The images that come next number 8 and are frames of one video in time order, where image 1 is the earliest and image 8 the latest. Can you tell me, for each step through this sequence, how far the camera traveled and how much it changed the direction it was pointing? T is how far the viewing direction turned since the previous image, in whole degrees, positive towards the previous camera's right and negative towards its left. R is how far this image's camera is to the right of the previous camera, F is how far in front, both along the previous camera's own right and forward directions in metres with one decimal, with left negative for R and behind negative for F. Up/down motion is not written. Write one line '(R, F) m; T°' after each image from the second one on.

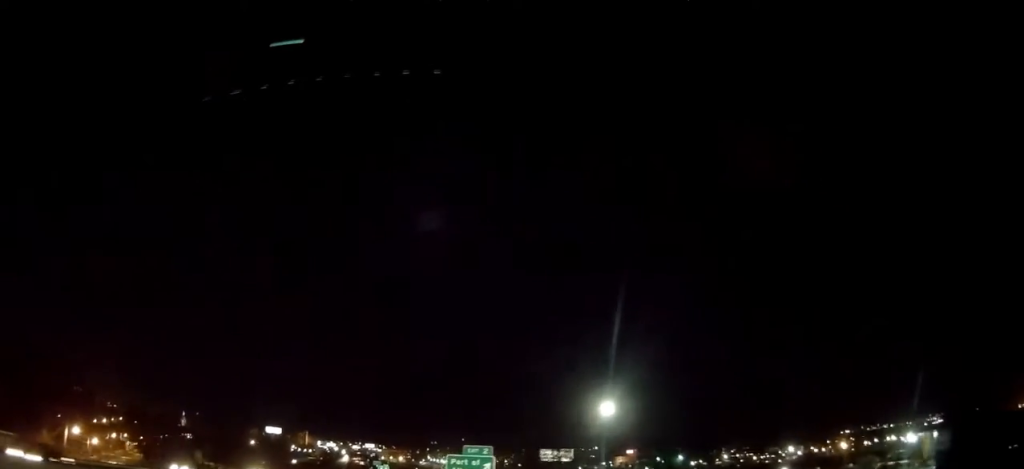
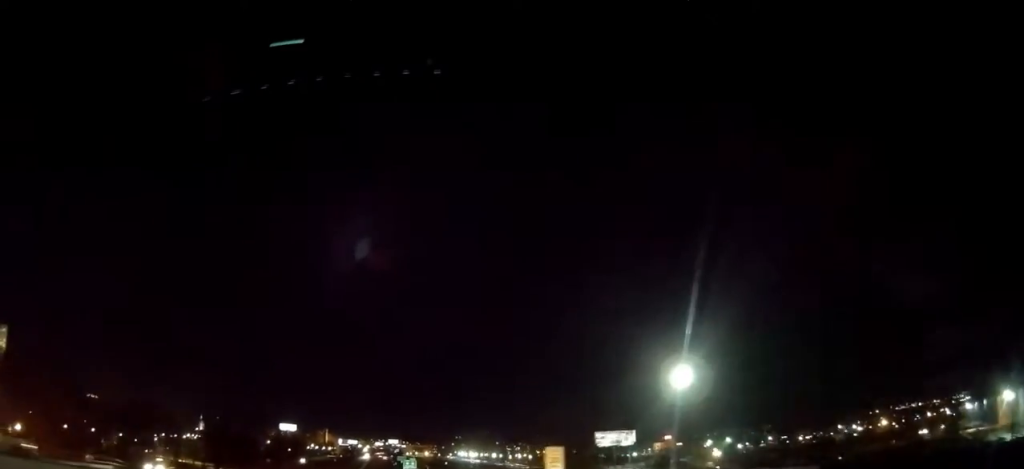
(-1.5, +41.2) m; -3°
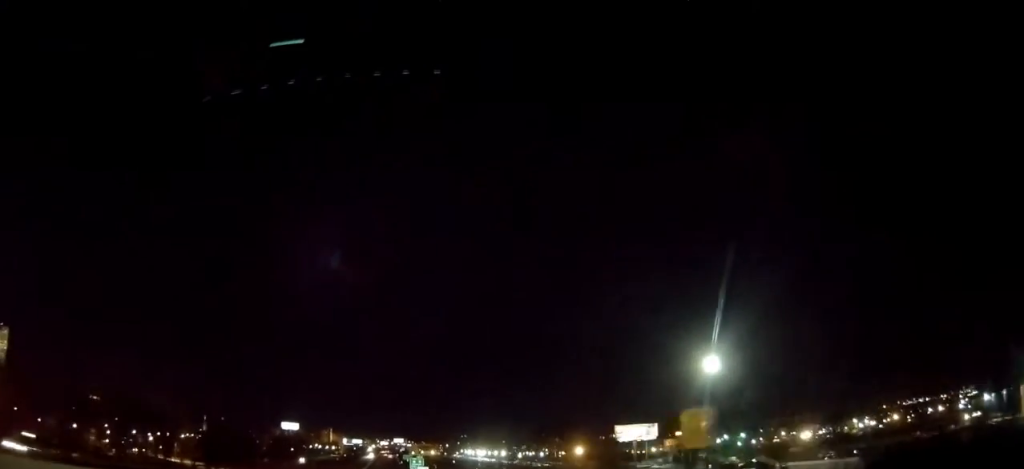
(0.0, +14.2) m; -1°
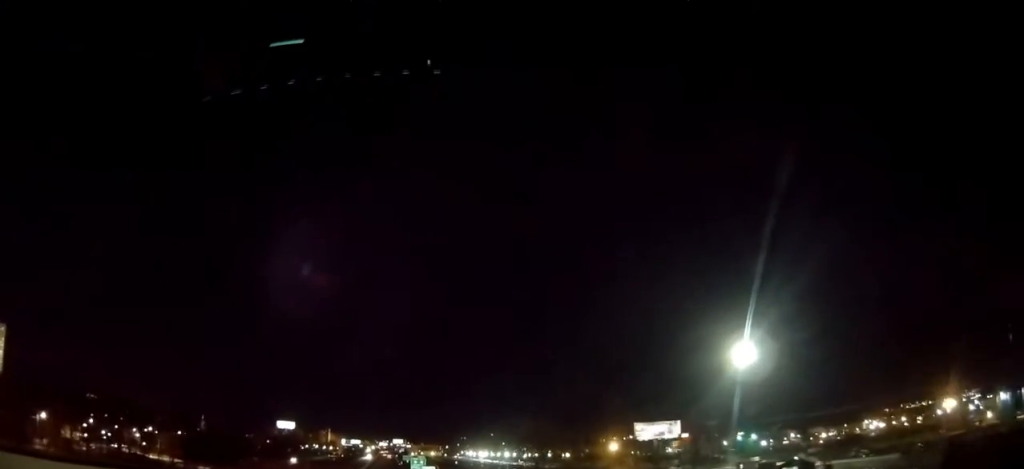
(+0.1, +16.7) m; -1°
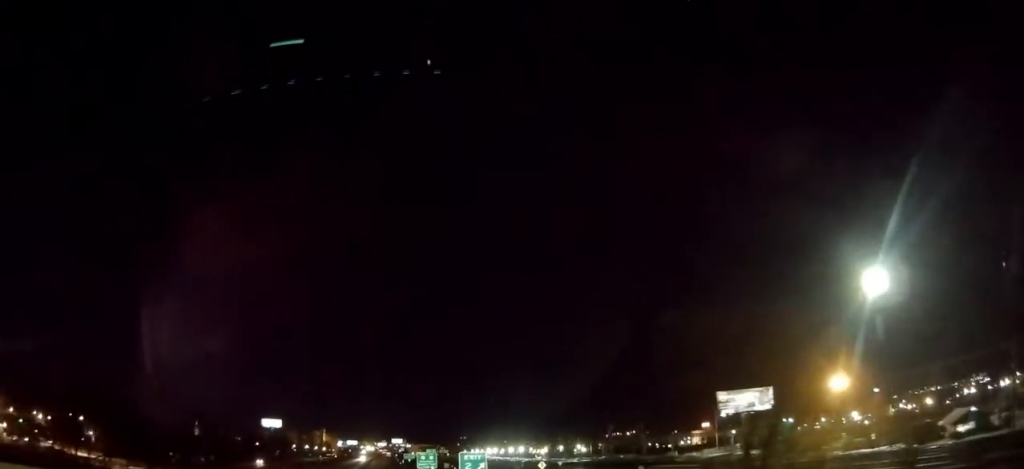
(-0.3, +50.0) m; +1°
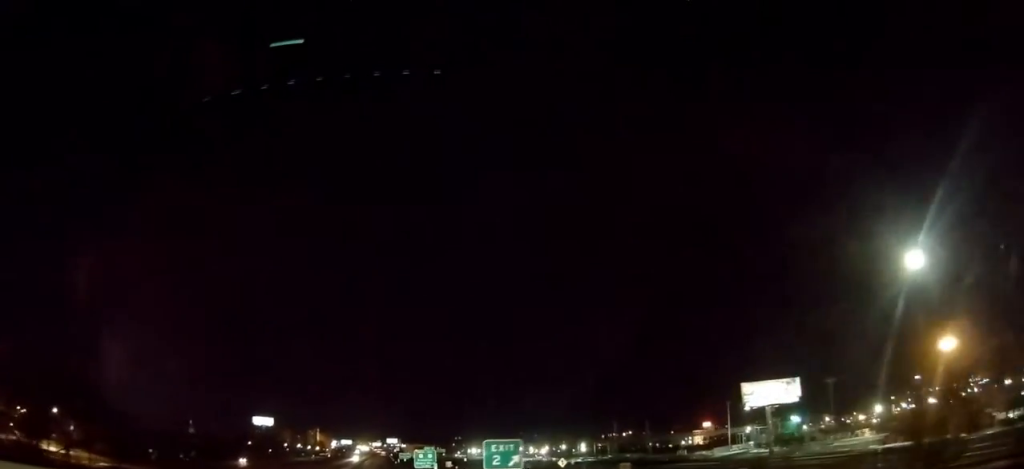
(+0.1, +12.5) m; 0°
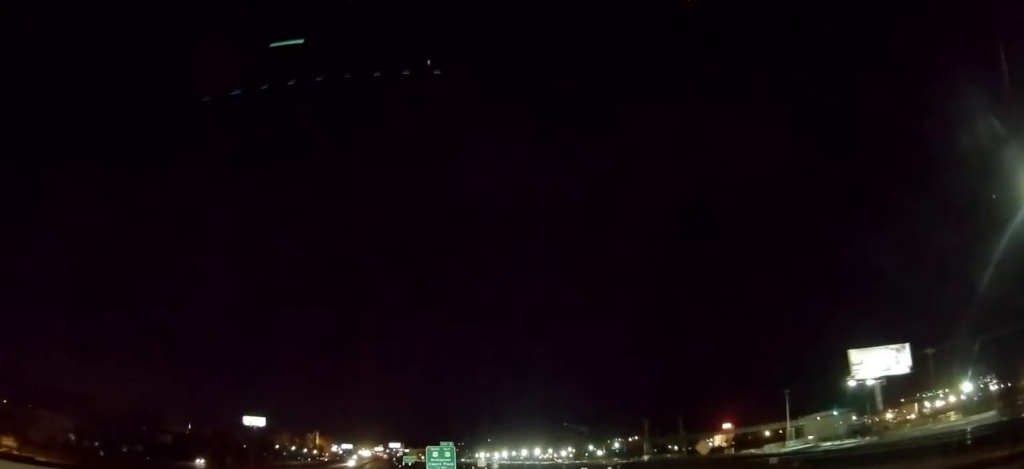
(+0.1, +35.0) m; -1°
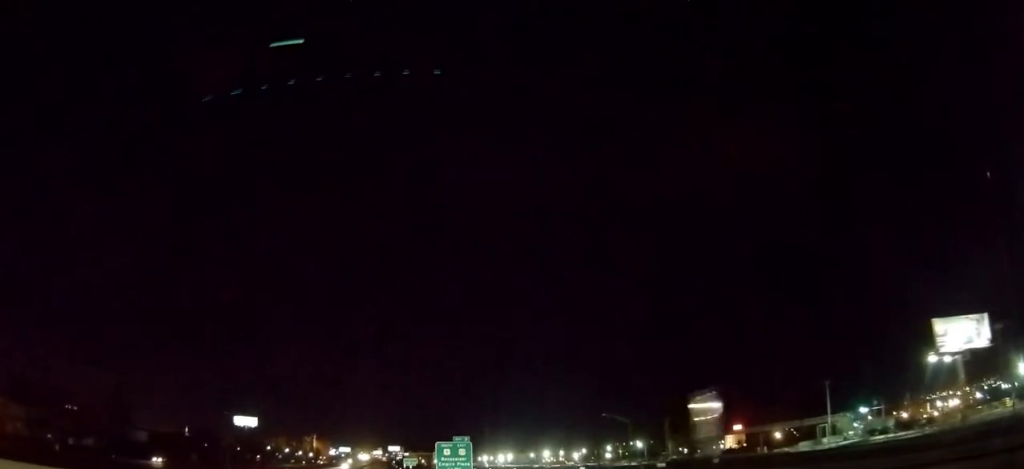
(-0.4, +20.8) m; 0°
